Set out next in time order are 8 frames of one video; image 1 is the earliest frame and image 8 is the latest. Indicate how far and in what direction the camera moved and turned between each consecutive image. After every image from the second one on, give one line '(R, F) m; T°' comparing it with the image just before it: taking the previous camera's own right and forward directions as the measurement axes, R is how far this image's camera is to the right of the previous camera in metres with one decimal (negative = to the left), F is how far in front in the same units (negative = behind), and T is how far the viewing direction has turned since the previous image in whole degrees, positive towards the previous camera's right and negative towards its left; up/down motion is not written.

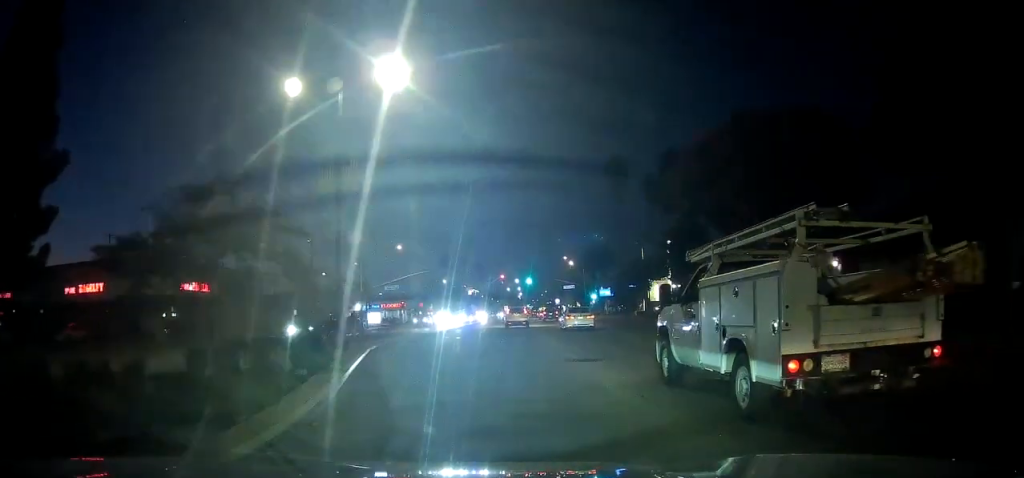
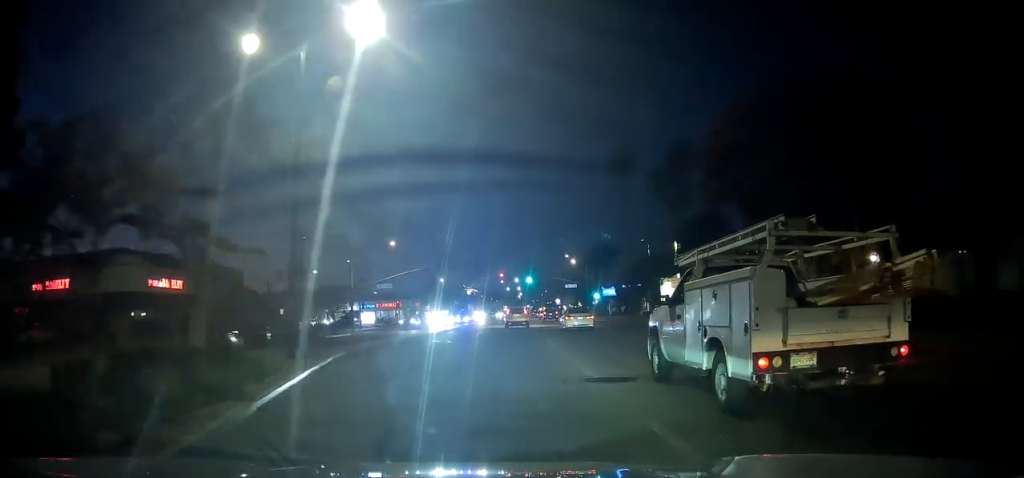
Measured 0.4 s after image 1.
(0.0, +4.2) m; 0°
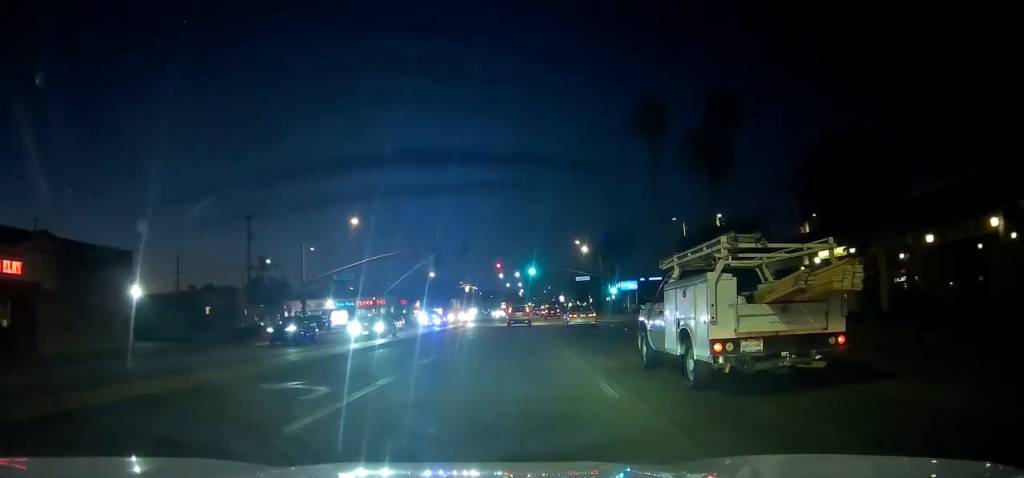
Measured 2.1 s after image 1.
(0.0, +17.9) m; 0°
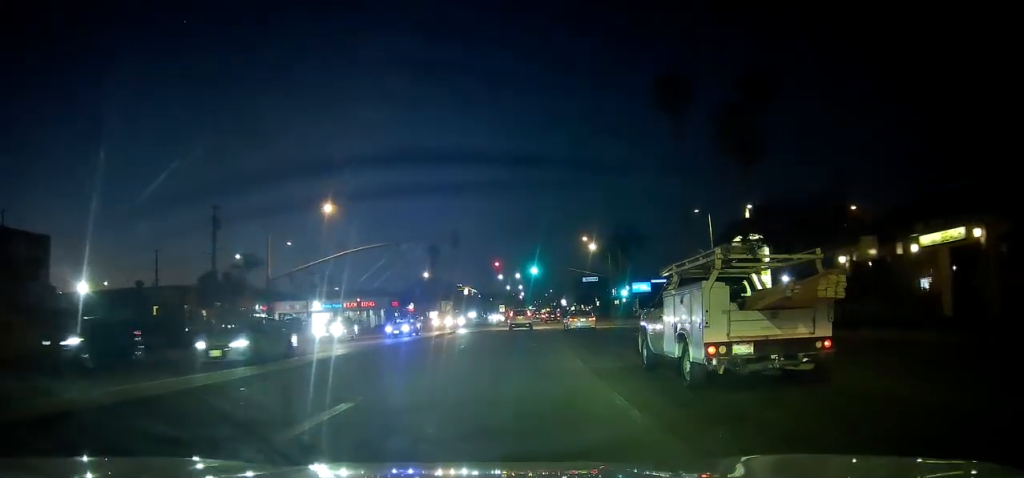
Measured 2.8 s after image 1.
(0.0, +8.2) m; 0°
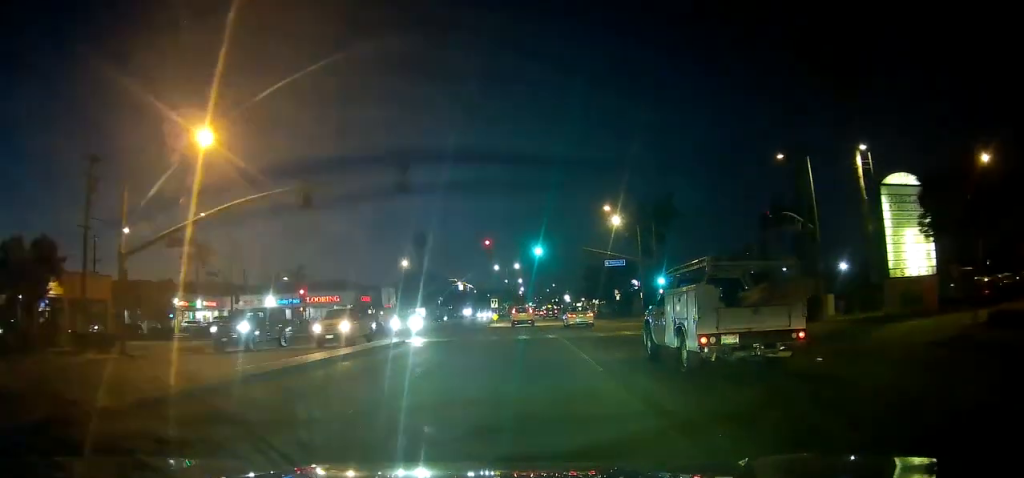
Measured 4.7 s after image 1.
(0.0, +21.7) m; 0°
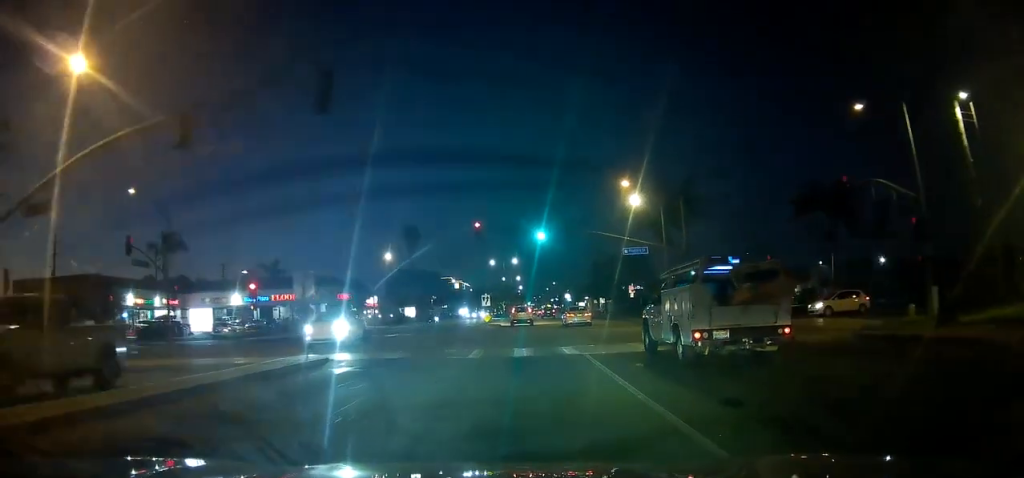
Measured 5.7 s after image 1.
(0.0, +11.6) m; 0°
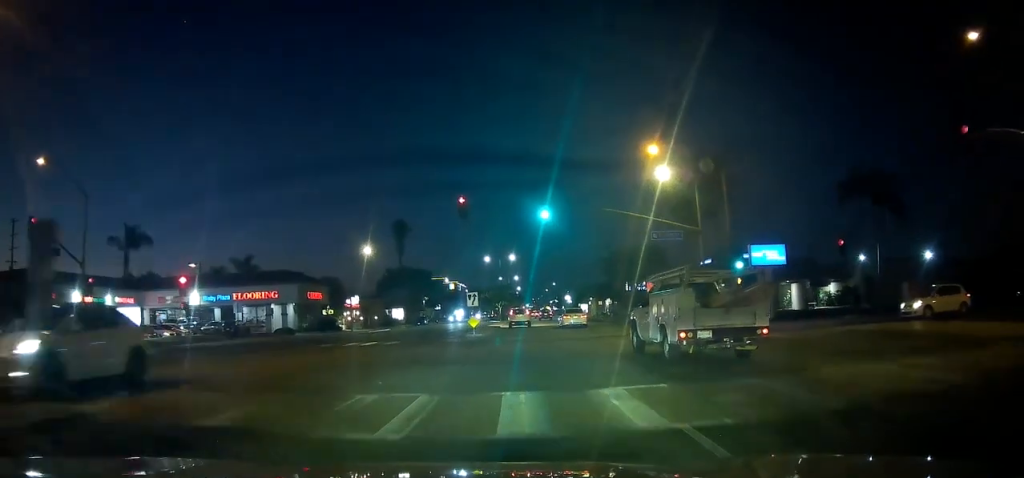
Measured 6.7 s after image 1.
(0.0, +11.2) m; 0°
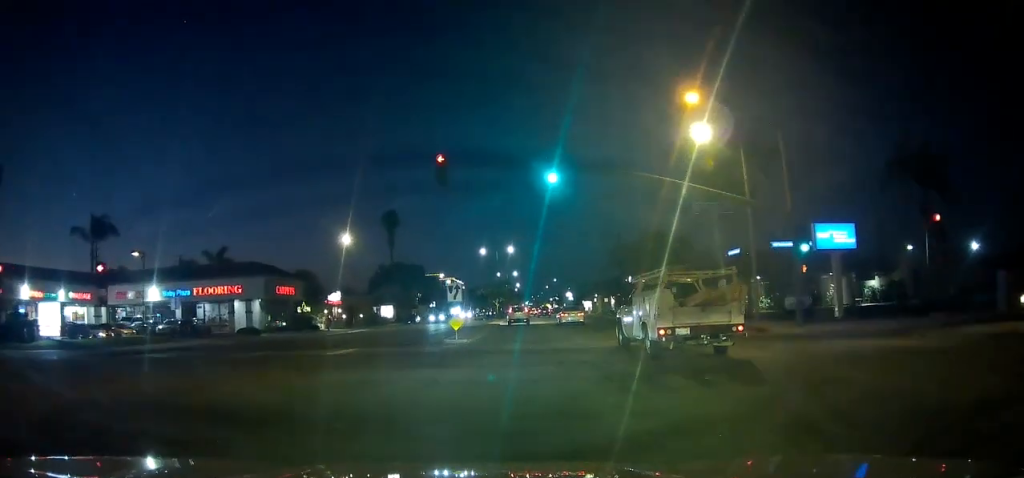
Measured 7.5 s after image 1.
(0.0, +9.3) m; 0°
